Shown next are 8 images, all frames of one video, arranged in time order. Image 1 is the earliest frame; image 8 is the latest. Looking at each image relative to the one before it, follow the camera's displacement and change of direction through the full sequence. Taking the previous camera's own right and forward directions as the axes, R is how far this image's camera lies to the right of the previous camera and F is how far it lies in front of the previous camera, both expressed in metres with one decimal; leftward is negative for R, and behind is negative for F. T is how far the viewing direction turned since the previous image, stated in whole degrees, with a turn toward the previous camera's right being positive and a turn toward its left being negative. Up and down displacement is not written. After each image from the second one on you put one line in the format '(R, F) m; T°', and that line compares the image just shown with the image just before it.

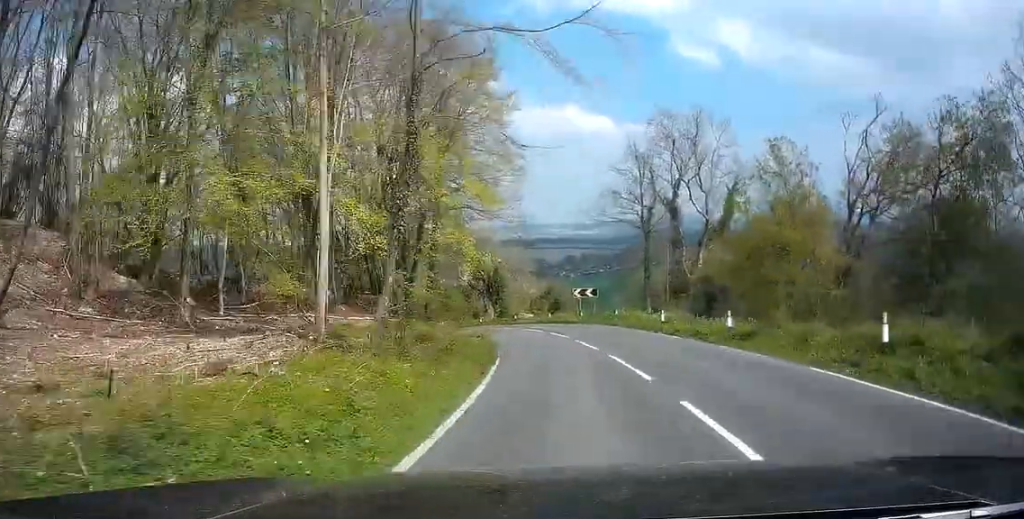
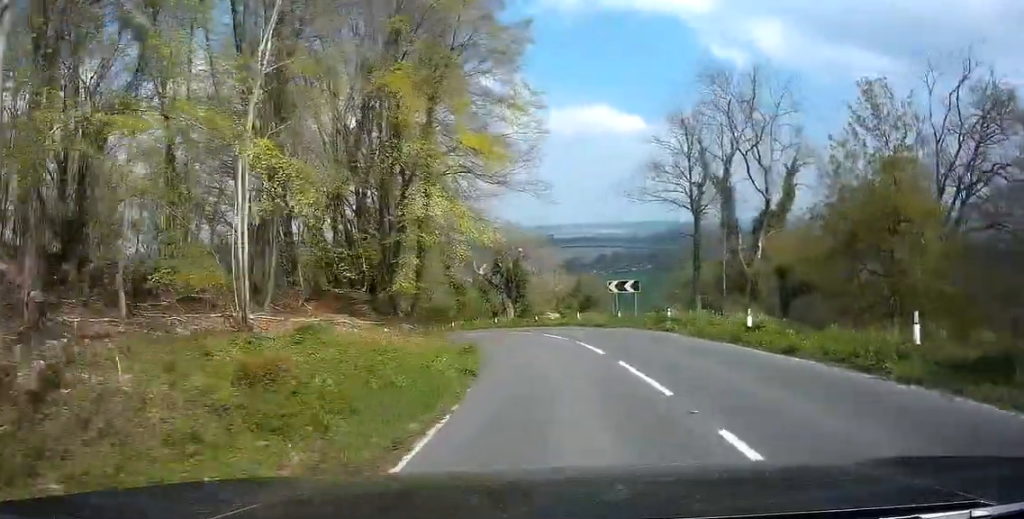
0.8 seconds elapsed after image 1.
(-0.8, +12.3) m; -7°
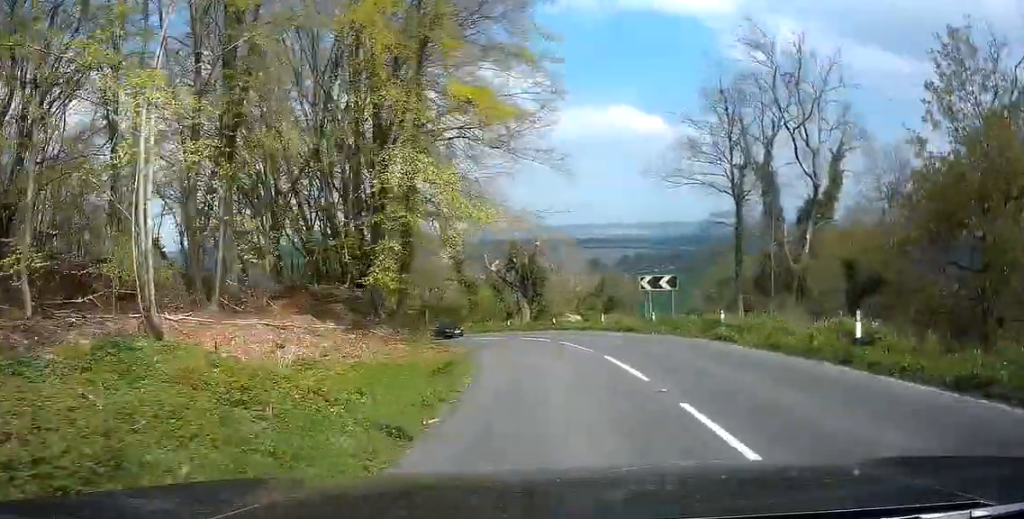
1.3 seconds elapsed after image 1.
(-0.4, +7.8) m; -2°
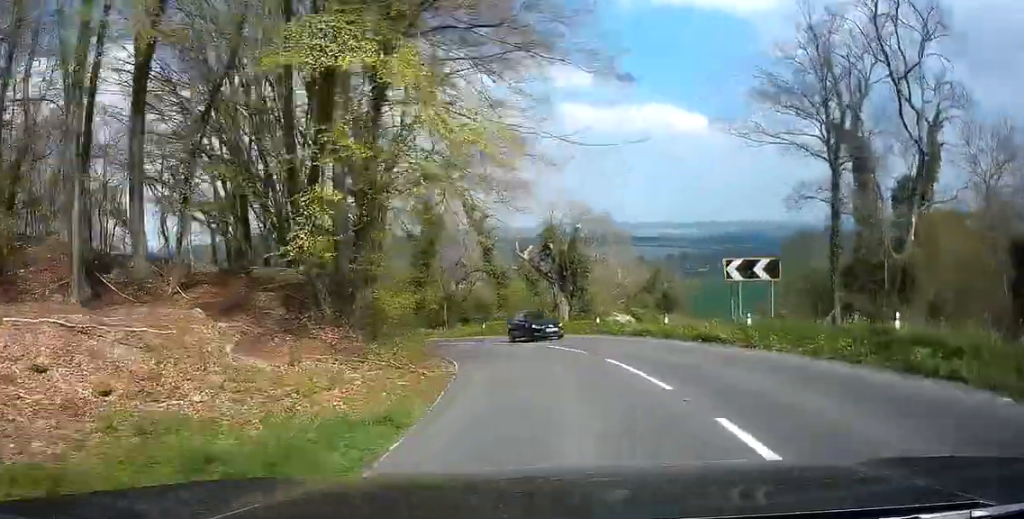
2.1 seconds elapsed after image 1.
(-0.3, +12.6) m; -2°
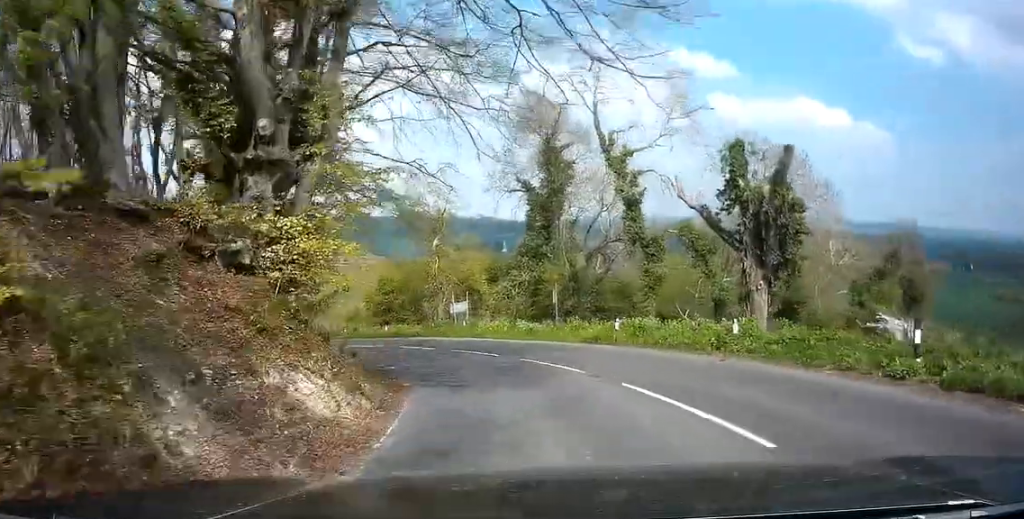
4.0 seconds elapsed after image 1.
(-1.0, +27.2) m; -4°
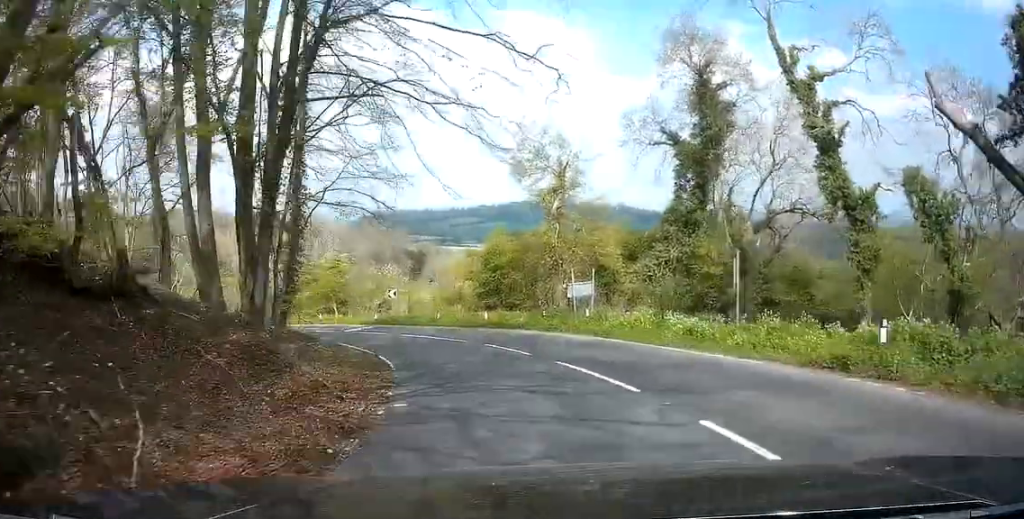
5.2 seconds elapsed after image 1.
(-0.2, +16.1) m; -4°
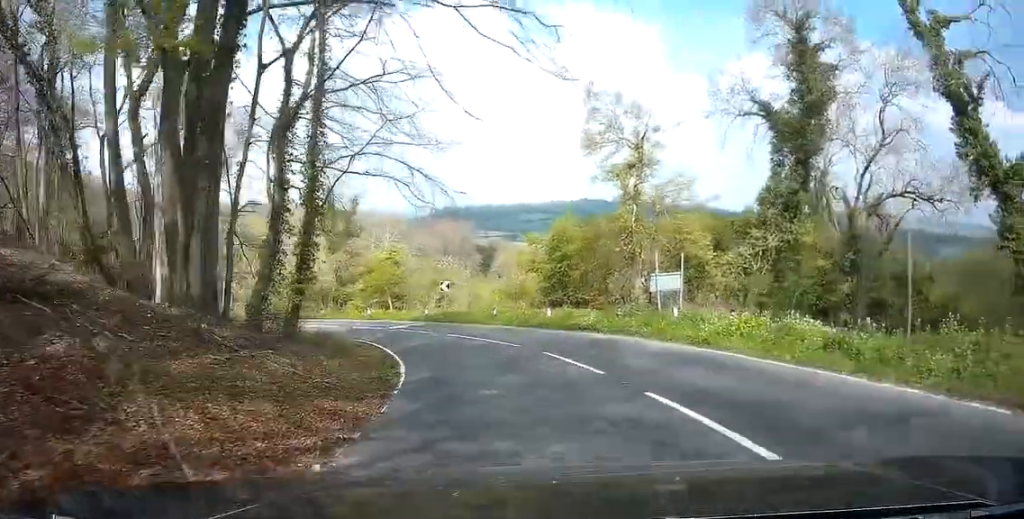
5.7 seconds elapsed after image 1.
(0.0, +7.4) m; -3°
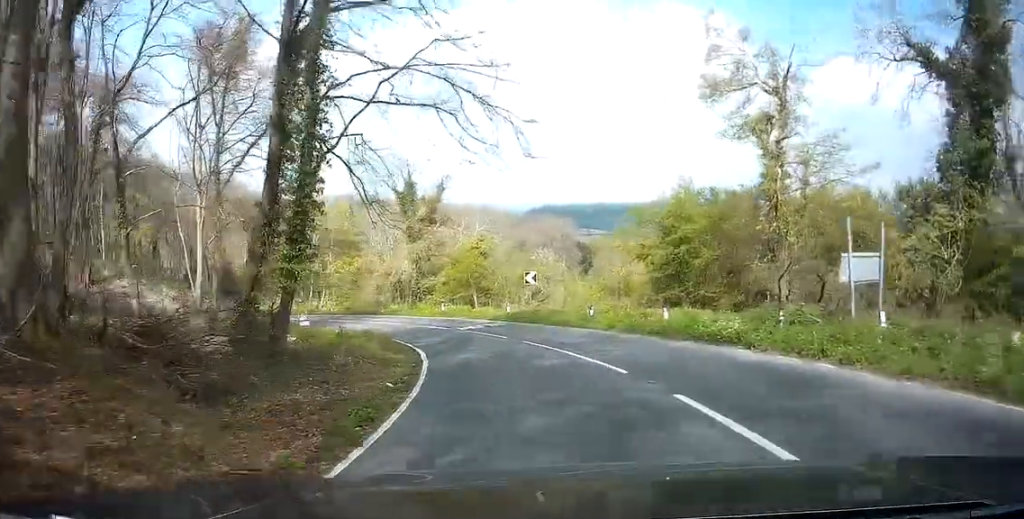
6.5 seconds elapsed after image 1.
(-0.8, +10.6) m; -5°
